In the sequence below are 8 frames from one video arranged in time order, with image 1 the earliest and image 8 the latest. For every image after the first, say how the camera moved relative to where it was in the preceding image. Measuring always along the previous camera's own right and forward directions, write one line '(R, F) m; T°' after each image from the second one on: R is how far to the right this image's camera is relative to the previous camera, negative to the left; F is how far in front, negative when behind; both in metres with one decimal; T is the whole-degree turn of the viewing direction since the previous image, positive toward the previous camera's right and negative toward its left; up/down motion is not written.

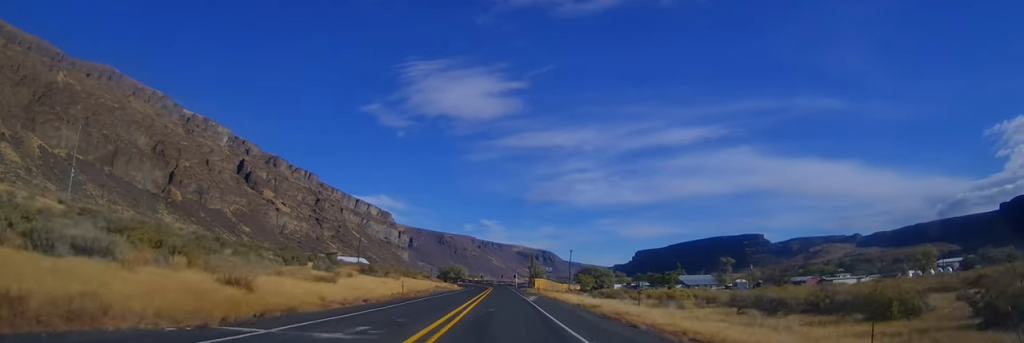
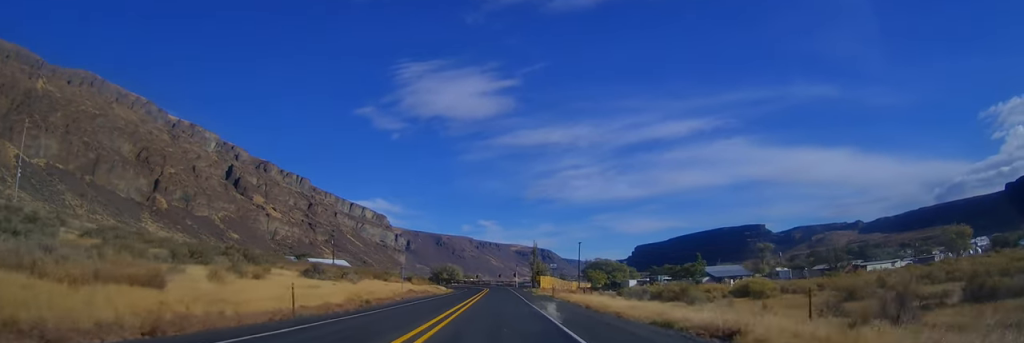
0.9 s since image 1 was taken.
(-0.7, +22.6) m; -2°
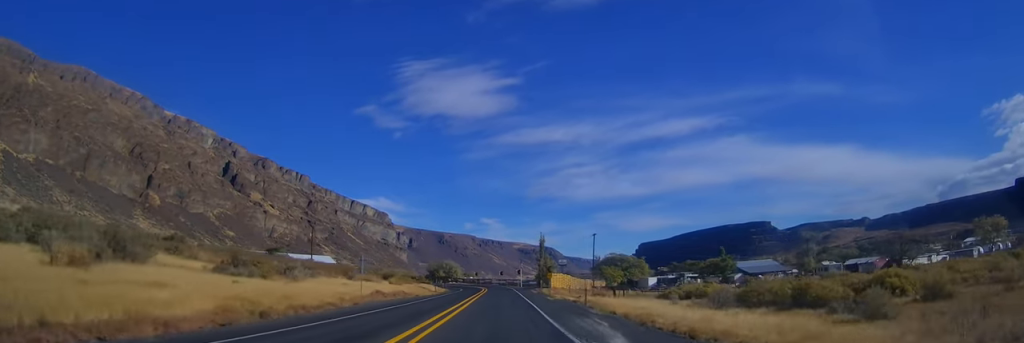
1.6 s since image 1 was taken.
(-0.3, +18.3) m; 0°
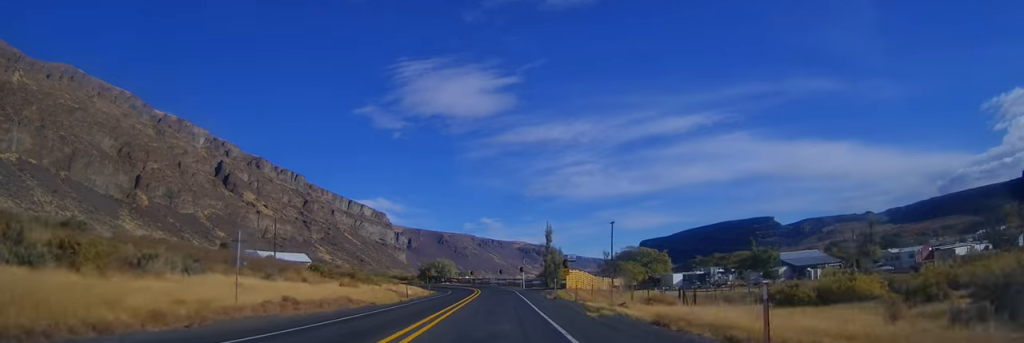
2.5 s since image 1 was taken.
(+0.6, +20.7) m; +1°
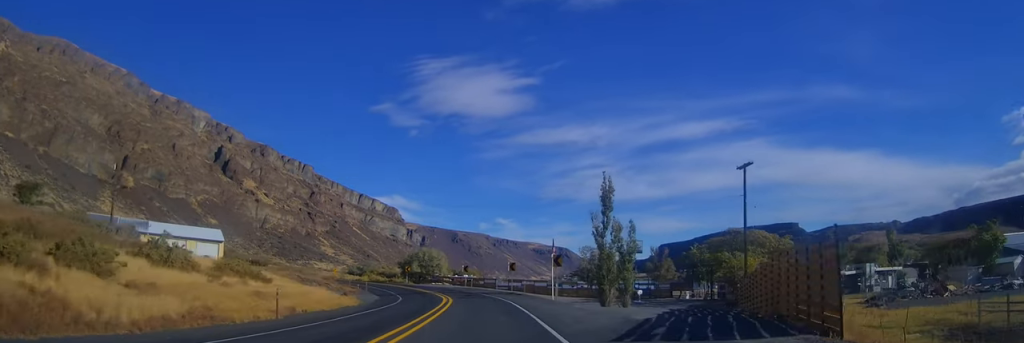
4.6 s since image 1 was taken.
(-0.7, +51.1) m; -2°
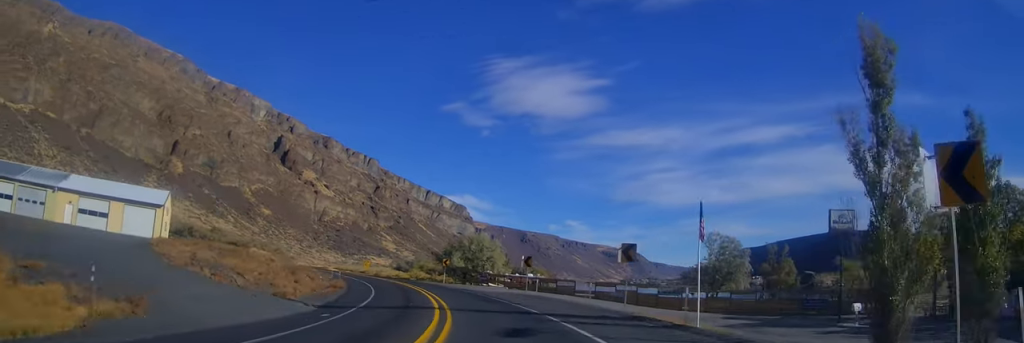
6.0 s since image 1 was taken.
(-1.0, +34.8) m; -4°
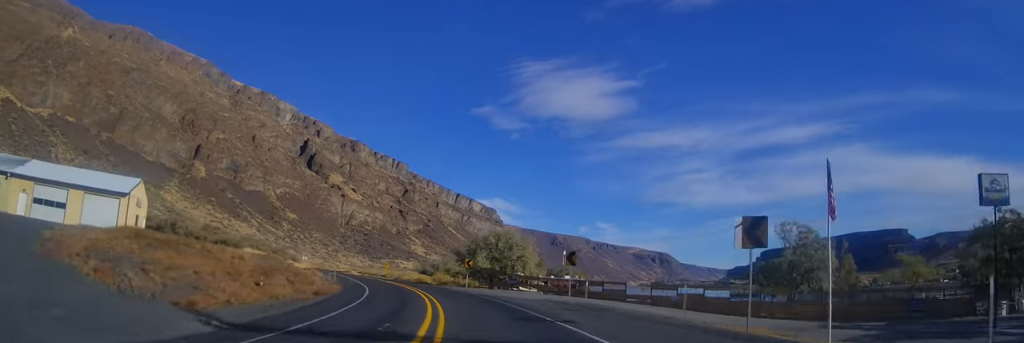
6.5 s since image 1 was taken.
(-0.1, +11.7) m; -2°
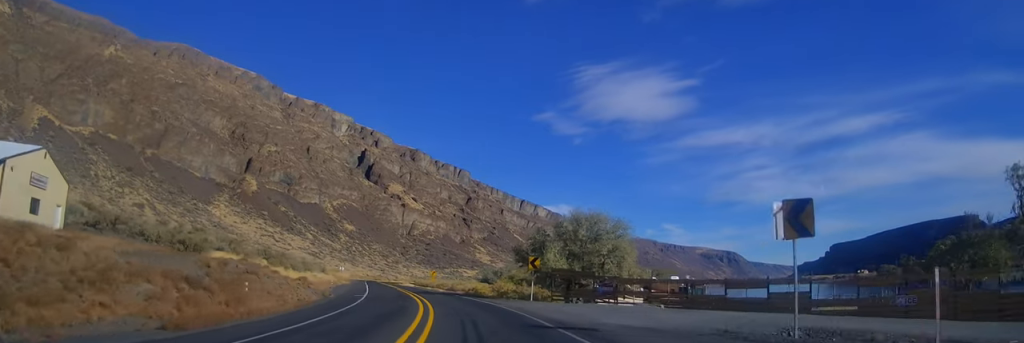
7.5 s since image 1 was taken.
(-0.7, +22.4) m; -6°
